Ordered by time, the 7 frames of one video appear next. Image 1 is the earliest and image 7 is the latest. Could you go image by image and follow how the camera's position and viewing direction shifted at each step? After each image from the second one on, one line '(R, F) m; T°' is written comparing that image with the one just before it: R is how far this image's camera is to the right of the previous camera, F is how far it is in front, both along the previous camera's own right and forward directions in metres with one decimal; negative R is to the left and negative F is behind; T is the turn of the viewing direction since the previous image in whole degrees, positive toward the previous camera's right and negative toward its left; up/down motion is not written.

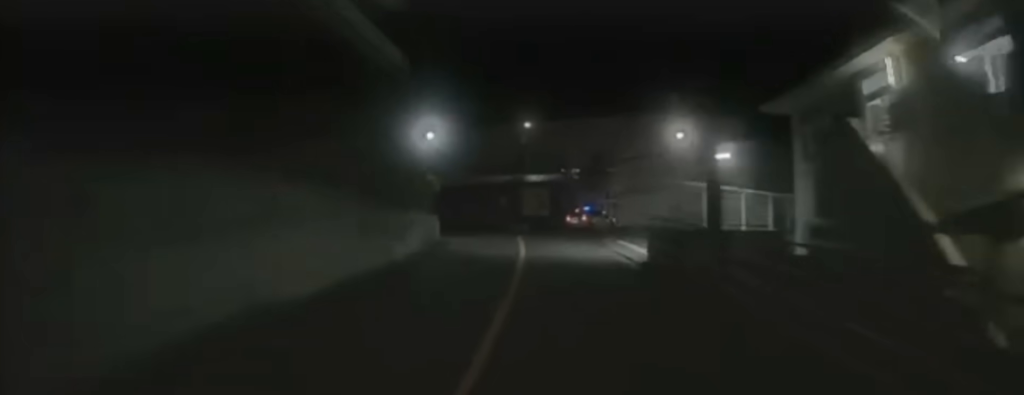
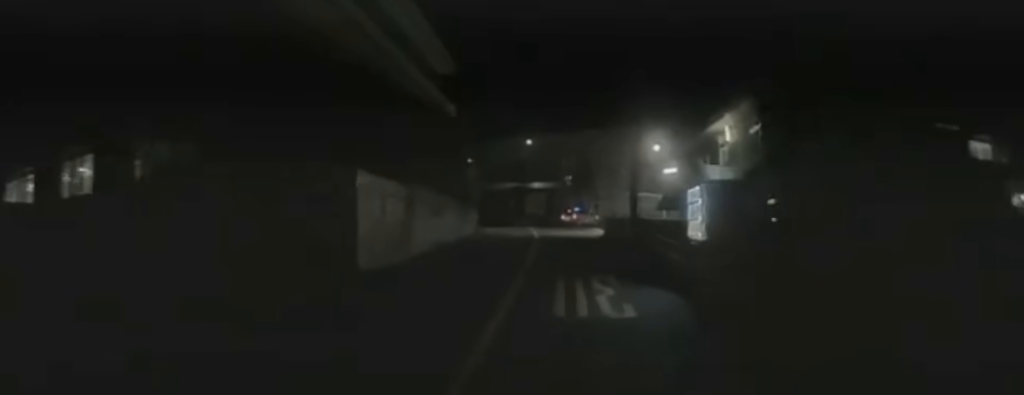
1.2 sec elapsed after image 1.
(-0.1, +13.0) m; -1°
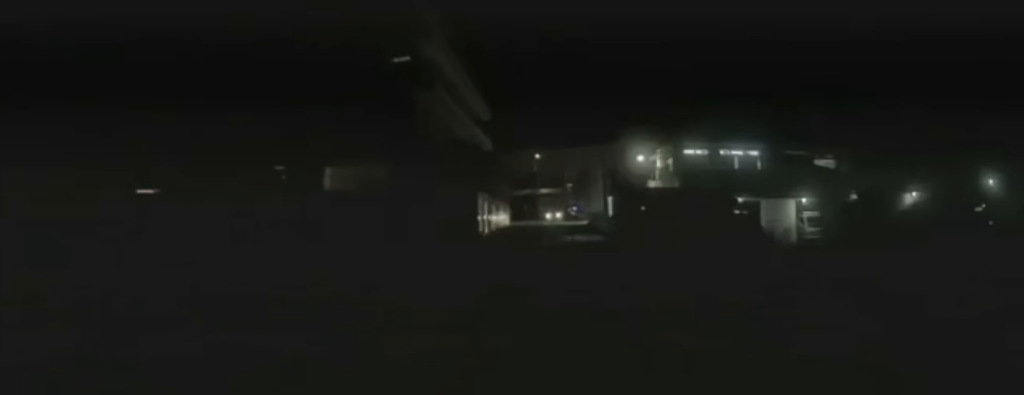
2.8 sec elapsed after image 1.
(0.0, +18.6) m; 0°
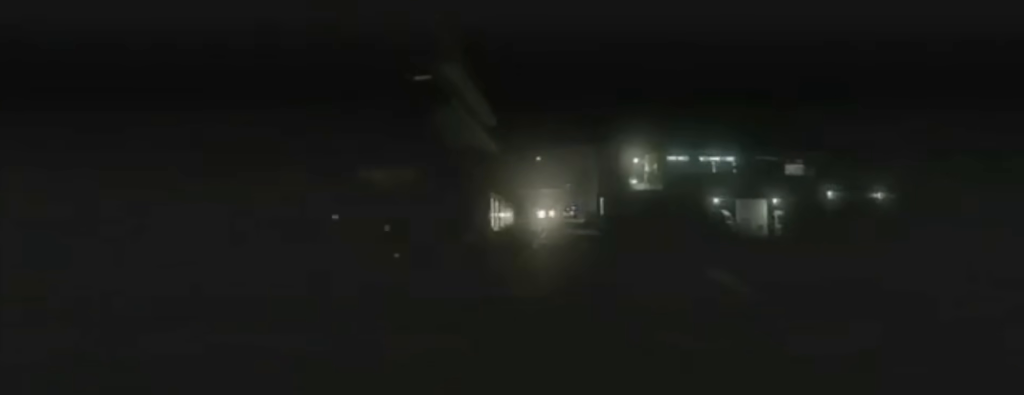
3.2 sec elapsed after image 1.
(0.0, +5.3) m; 0°
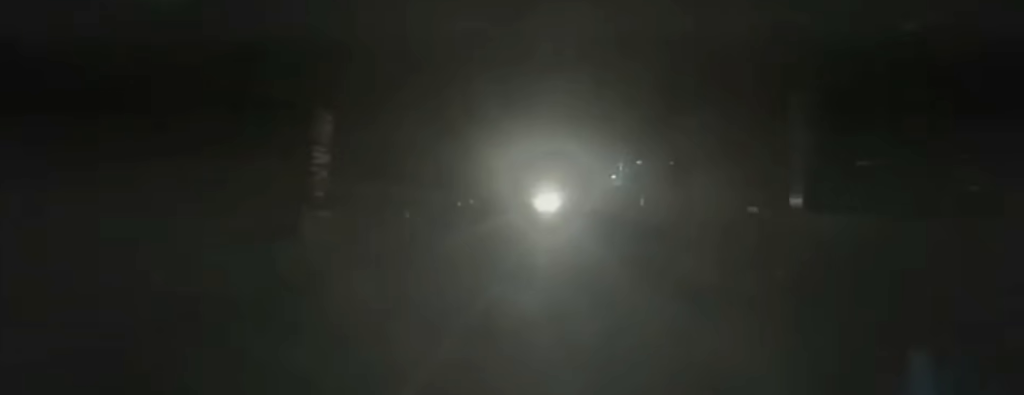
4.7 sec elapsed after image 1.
(+0.3, +18.6) m; +1°
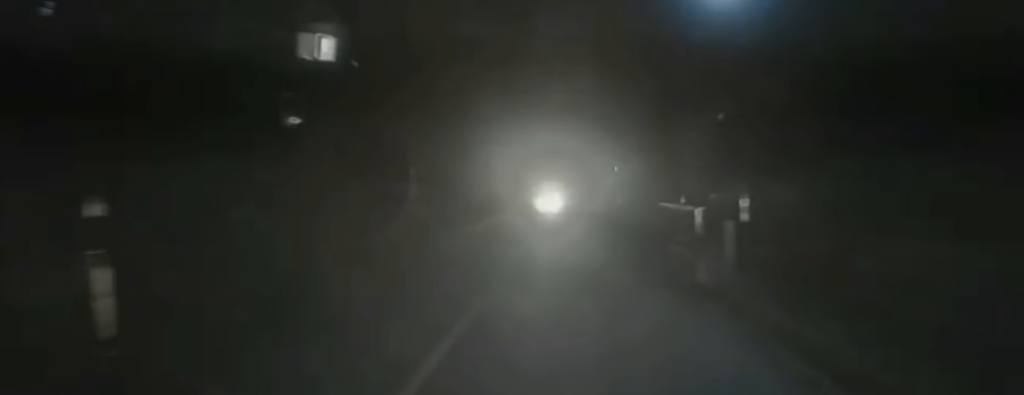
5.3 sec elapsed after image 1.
(+0.1, +6.7) m; 0°
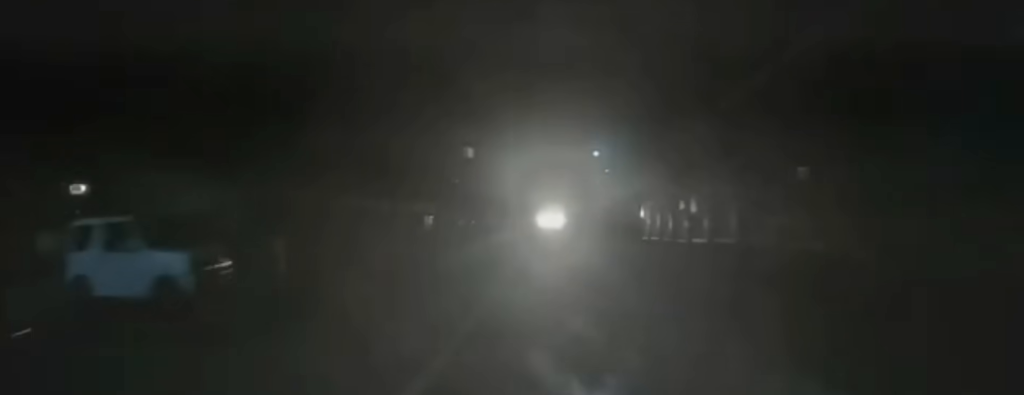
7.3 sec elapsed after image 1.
(0.0, +25.8) m; 0°
